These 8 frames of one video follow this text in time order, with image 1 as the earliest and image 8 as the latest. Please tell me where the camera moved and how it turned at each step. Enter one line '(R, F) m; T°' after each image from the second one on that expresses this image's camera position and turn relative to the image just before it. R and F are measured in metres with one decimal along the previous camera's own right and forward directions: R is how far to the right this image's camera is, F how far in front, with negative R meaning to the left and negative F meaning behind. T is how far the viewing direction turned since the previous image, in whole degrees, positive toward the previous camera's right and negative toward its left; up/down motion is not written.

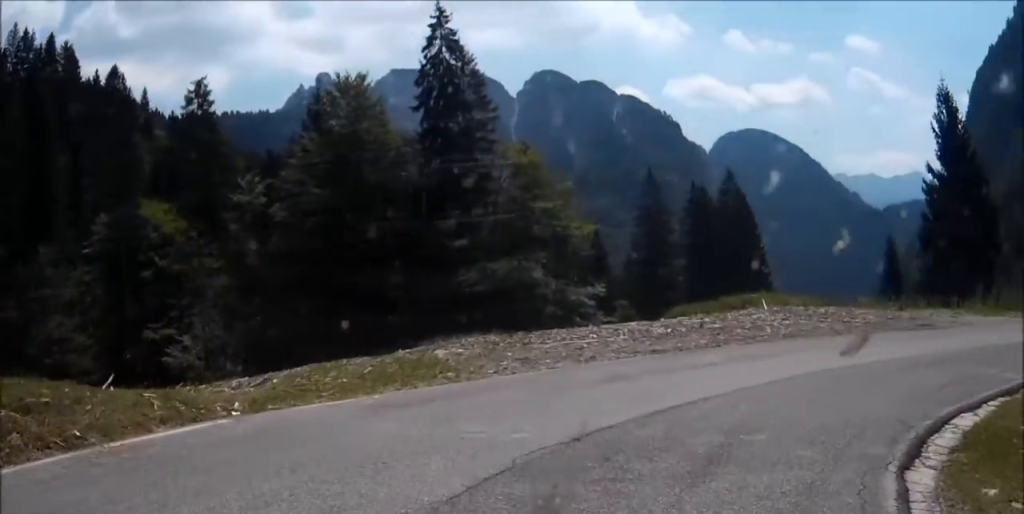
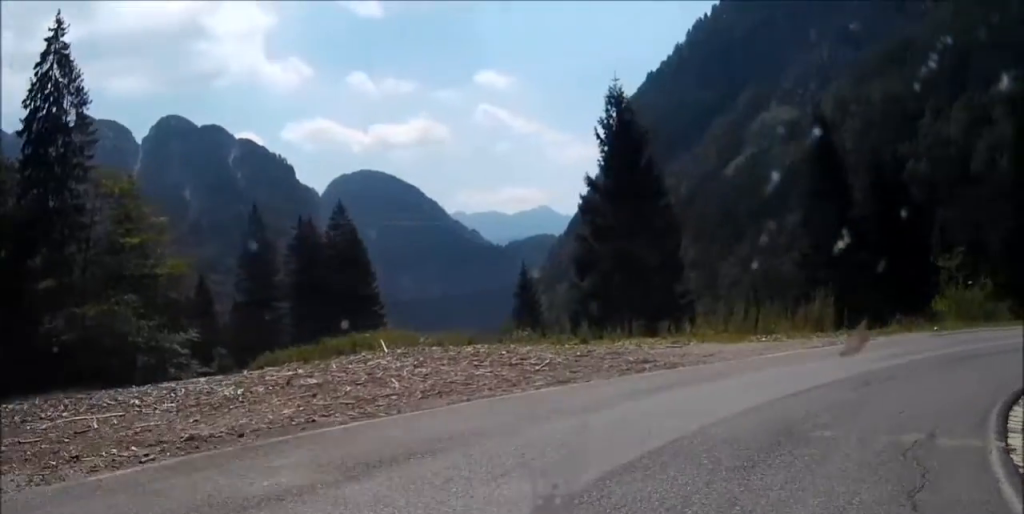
(+1.6, +5.6) m; +29°
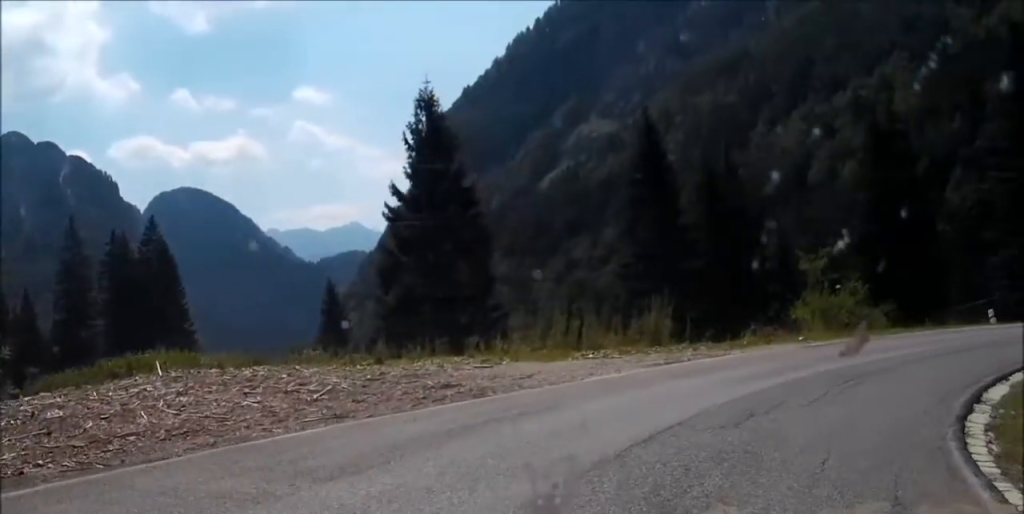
(+0.6, +1.8) m; +10°
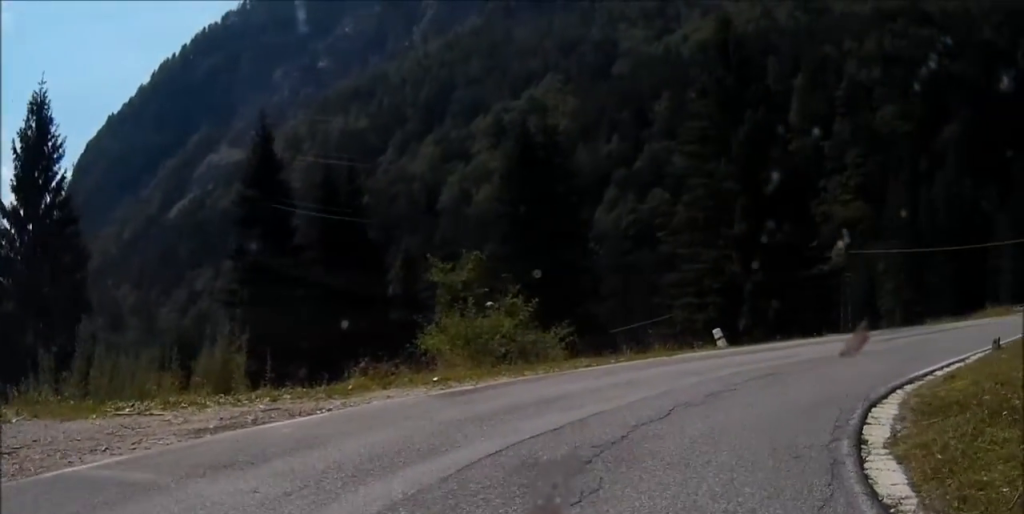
(+0.8, +3.6) m; +19°
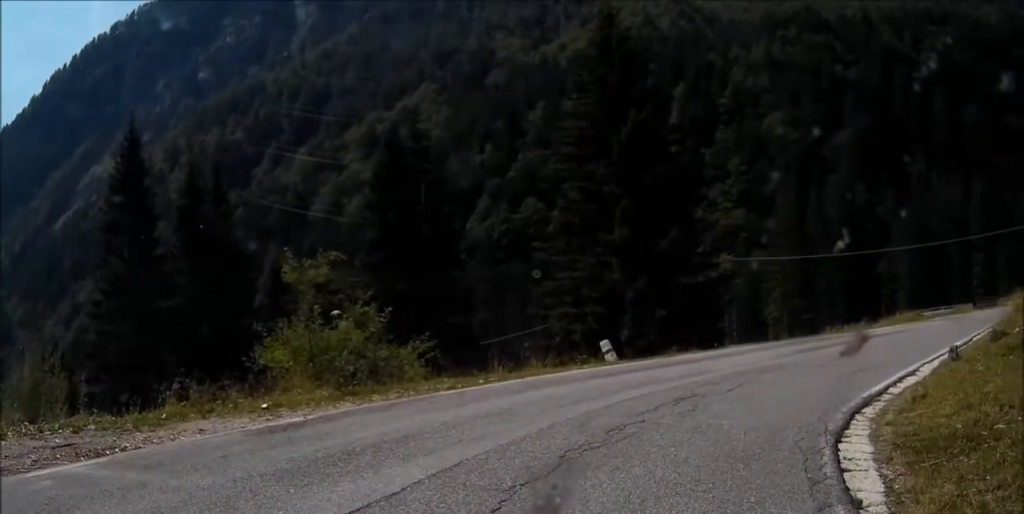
(+0.2, +2.1) m; +11°
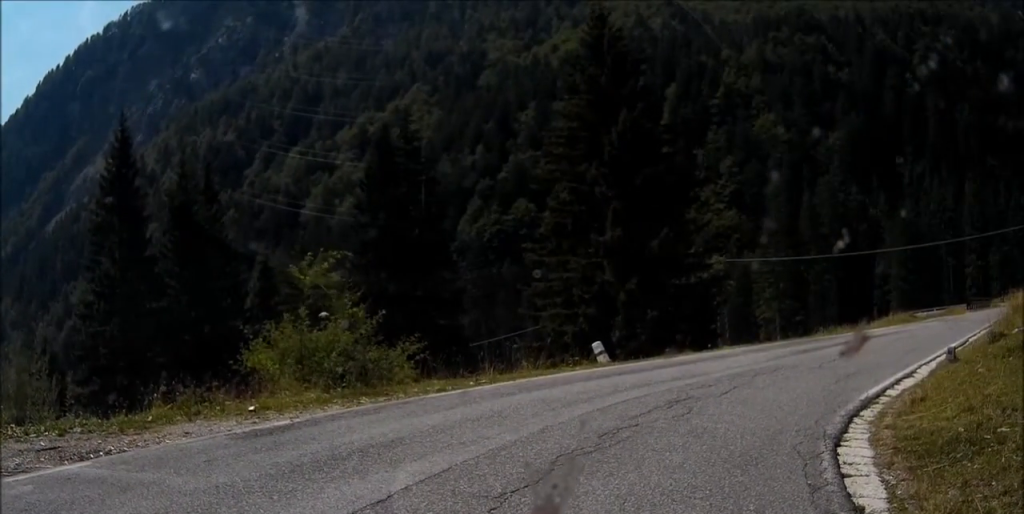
(+0.1, +1.9) m; +12°
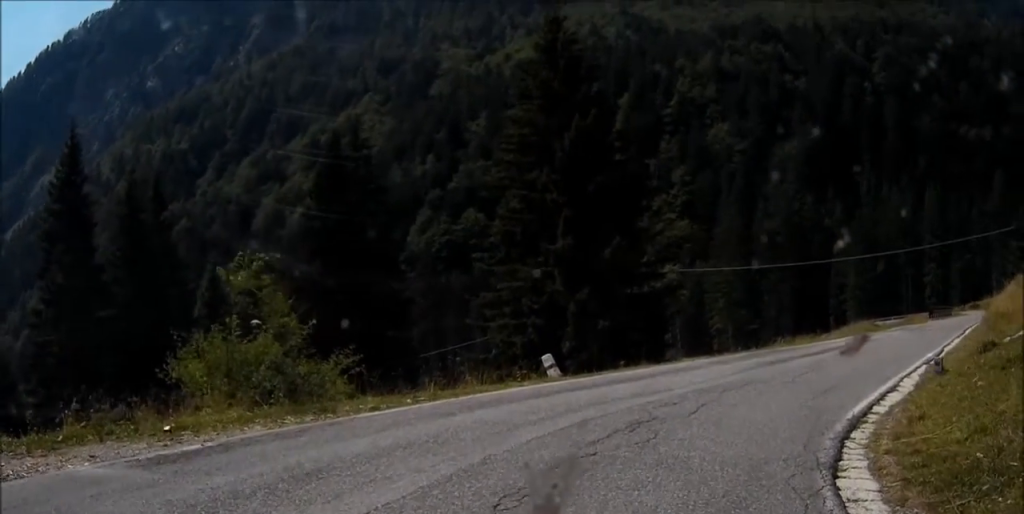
(+0.4, +4.2) m; +14°
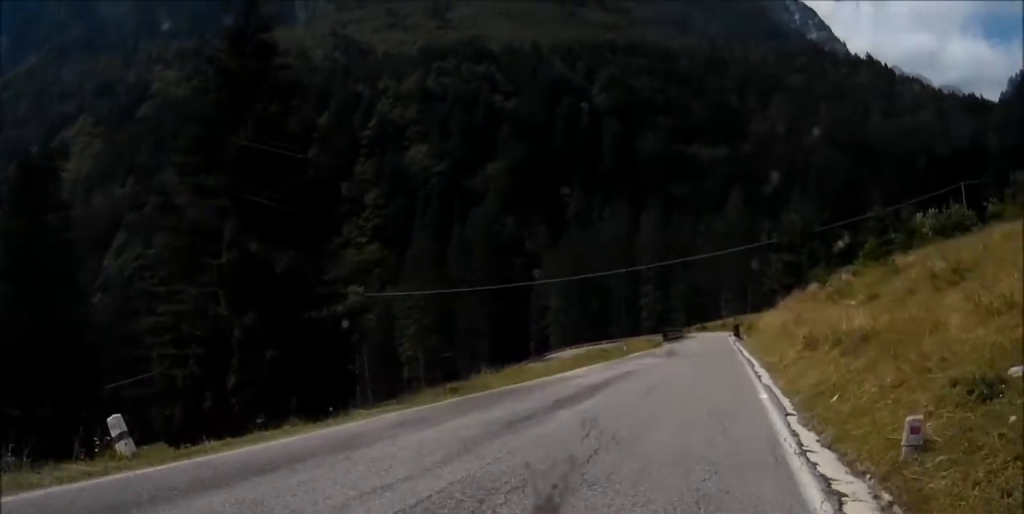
(+0.7, +8.2) m; +12°
